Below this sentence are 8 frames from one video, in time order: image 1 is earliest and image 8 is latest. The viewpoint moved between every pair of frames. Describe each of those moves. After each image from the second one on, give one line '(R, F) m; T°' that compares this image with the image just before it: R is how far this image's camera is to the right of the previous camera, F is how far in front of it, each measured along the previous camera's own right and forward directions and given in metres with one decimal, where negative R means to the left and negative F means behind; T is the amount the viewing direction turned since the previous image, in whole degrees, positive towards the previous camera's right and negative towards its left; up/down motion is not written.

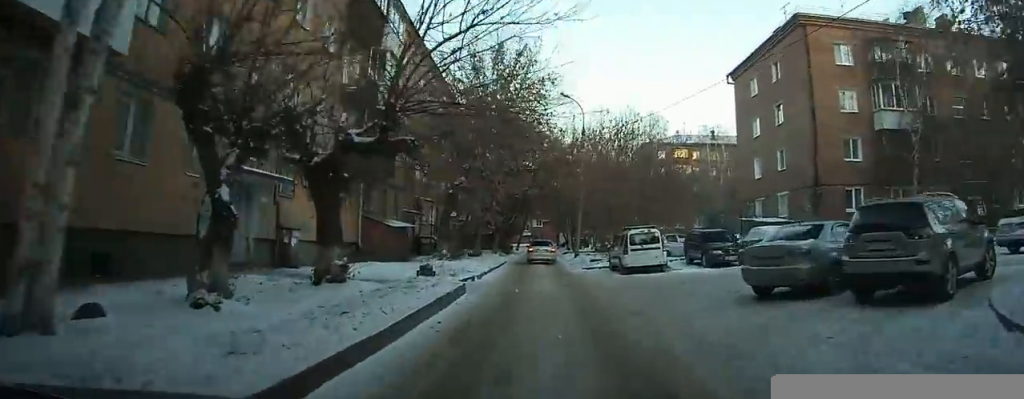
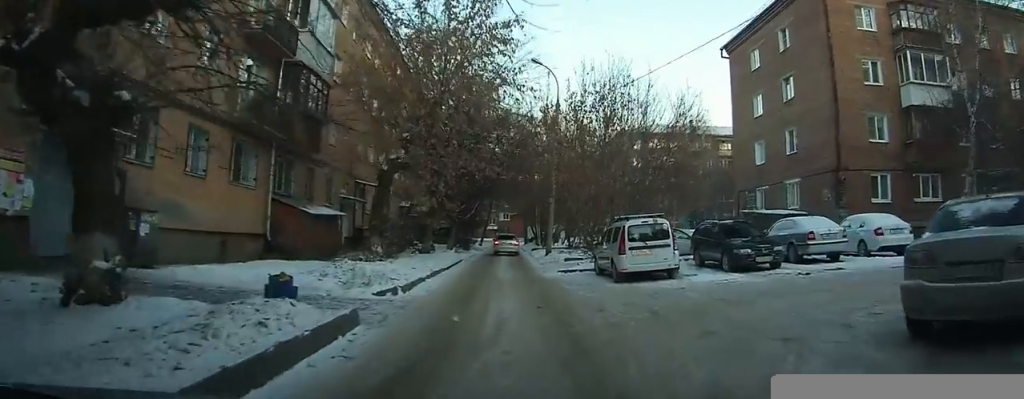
(+0.3, +6.3) m; +5°
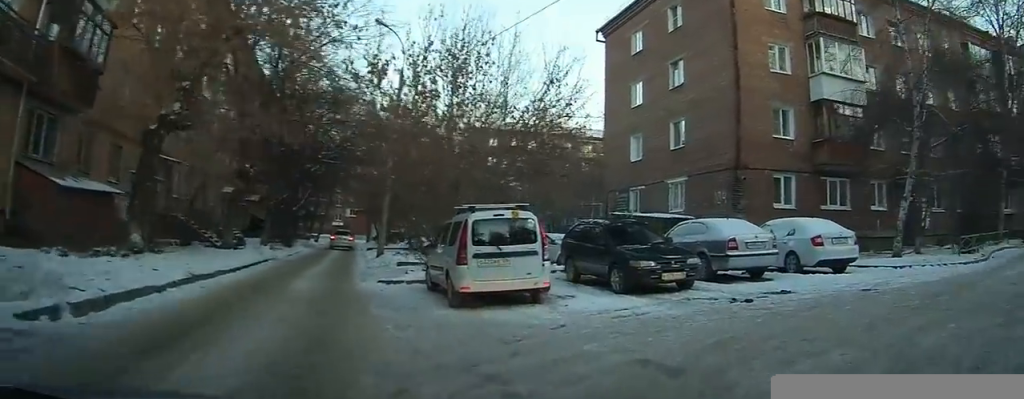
(+0.3, +5.5) m; +12°
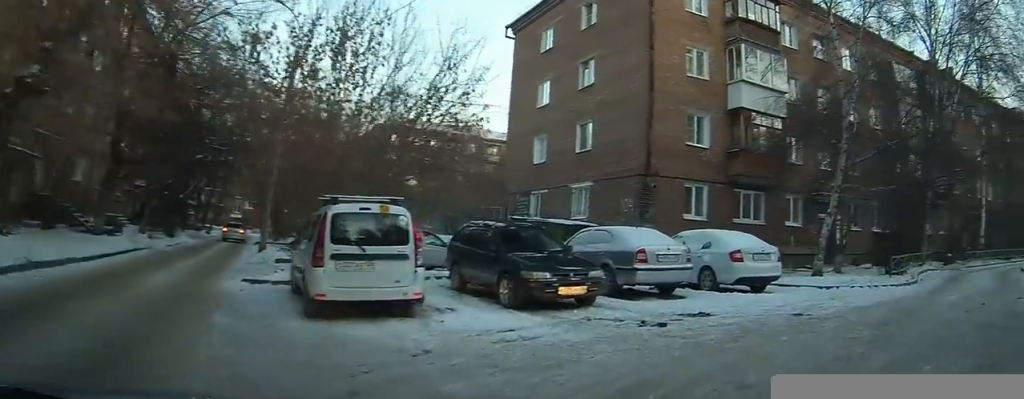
(0.0, +1.7) m; +7°
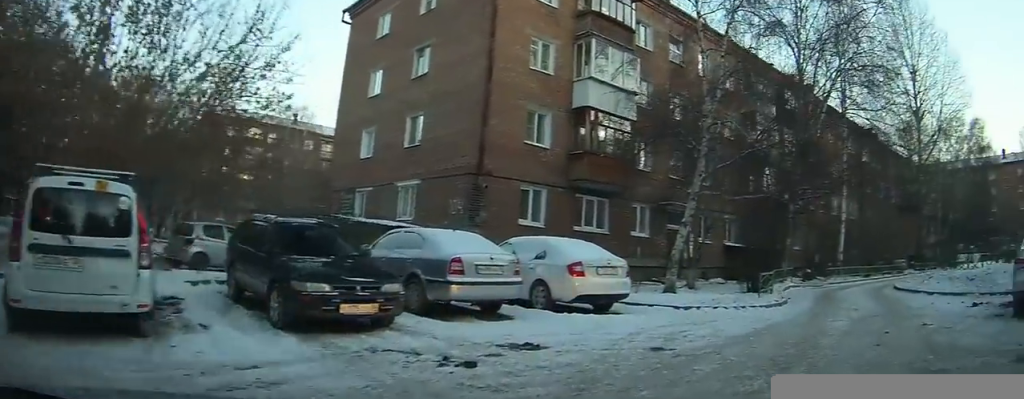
(+0.4, +2.3) m; +12°
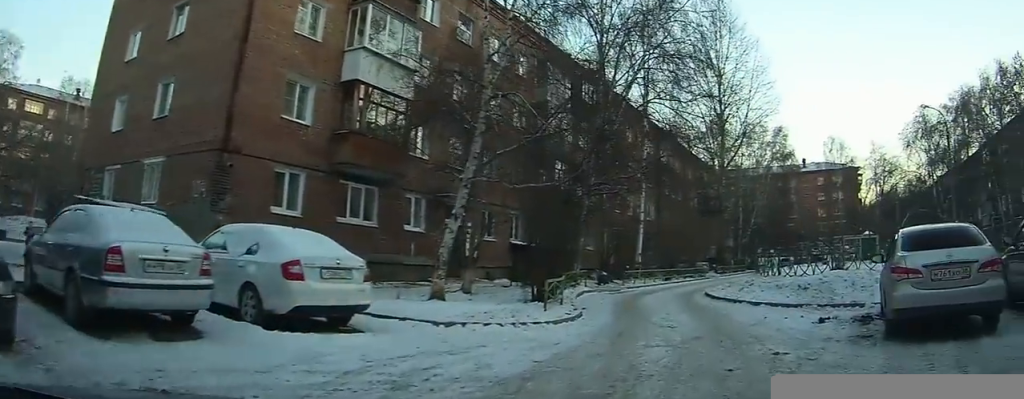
(+0.5, +3.1) m; +16°
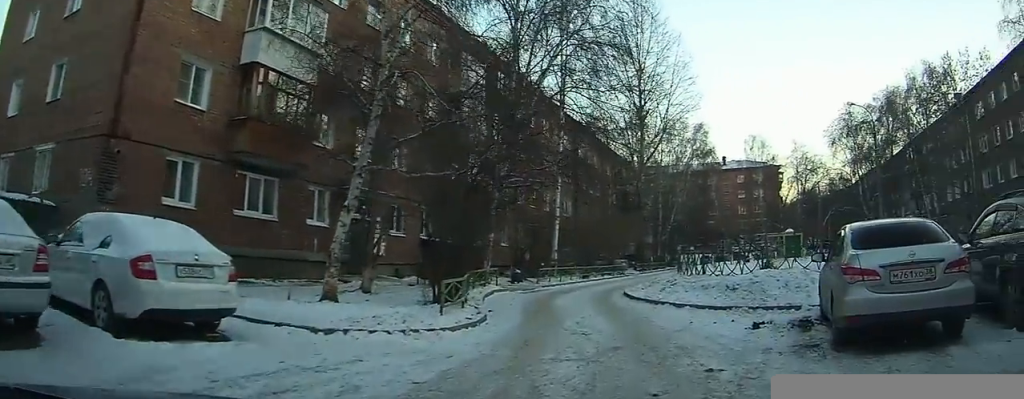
(+0.1, +1.3) m; +6°
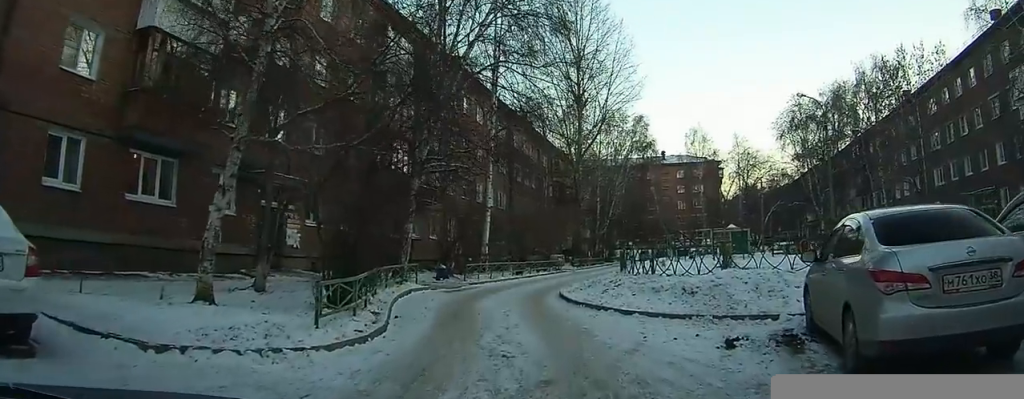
(+0.3, +2.7) m; +12°
